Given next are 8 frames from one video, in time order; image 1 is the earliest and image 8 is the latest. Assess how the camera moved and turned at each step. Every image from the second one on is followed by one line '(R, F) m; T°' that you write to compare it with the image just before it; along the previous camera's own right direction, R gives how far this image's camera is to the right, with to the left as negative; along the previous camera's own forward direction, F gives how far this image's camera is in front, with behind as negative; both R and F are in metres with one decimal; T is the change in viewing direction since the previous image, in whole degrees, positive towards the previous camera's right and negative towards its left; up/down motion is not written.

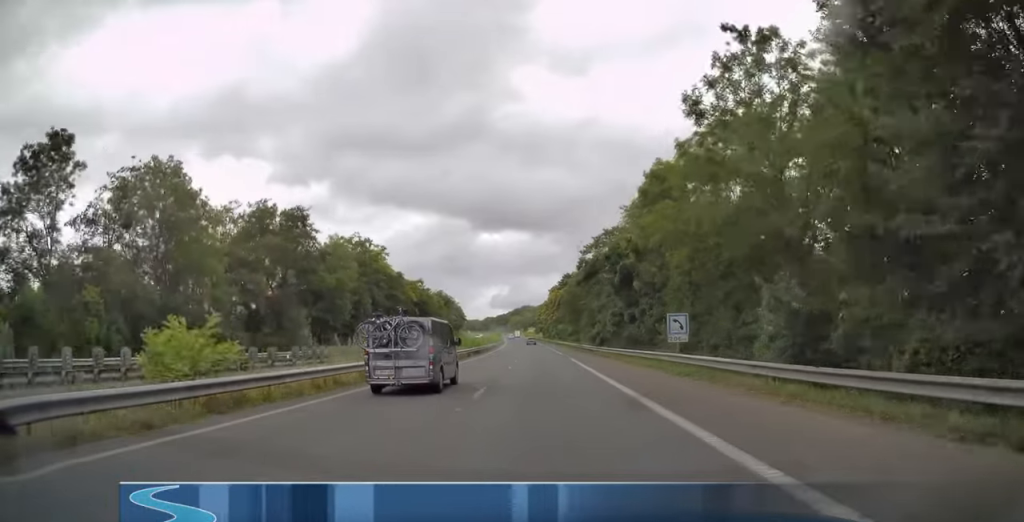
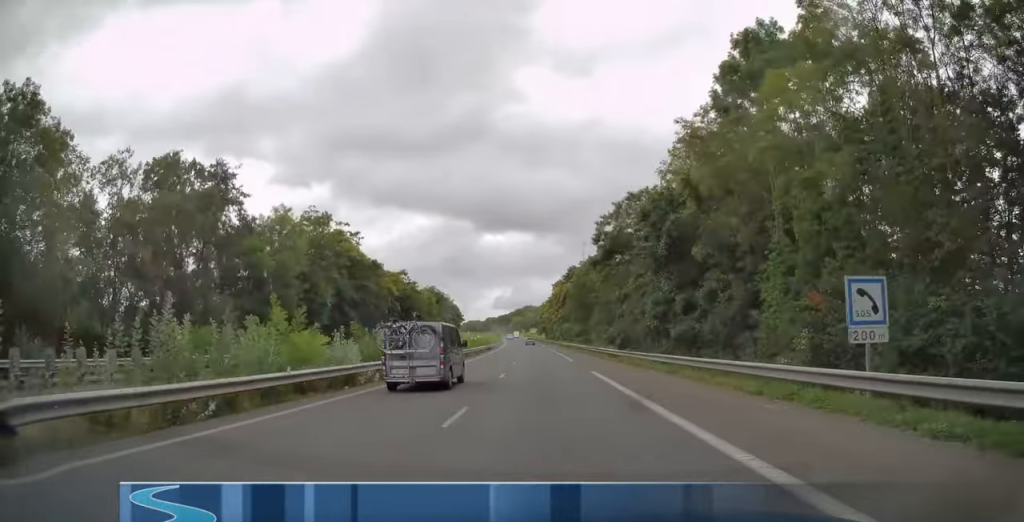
(+0.1, +17.6) m; -1°
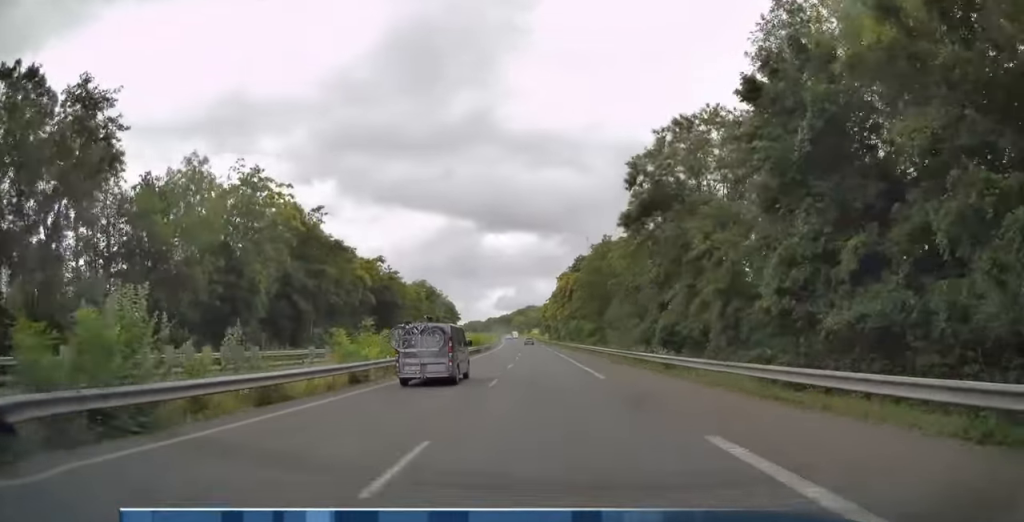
(0.0, +17.6) m; -1°
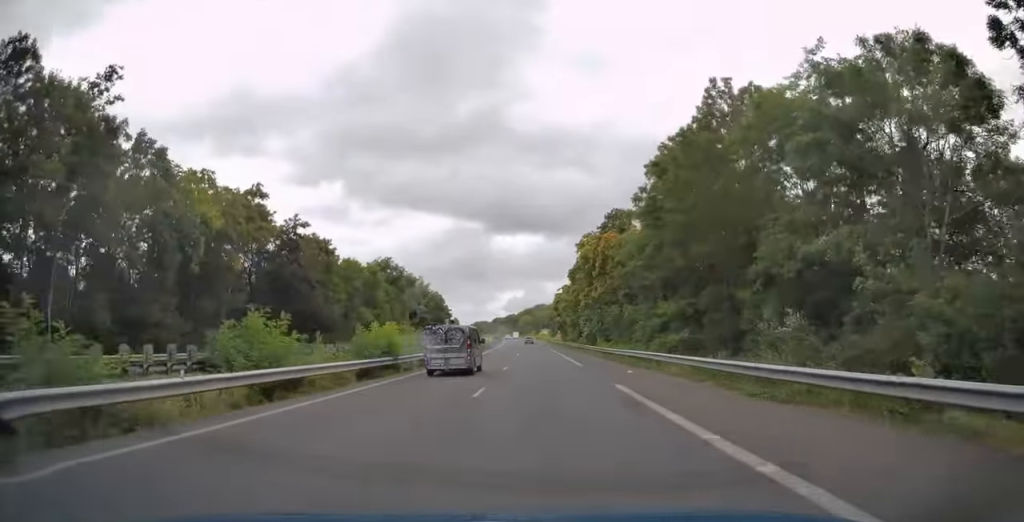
(-0.6, +43.1) m; -1°
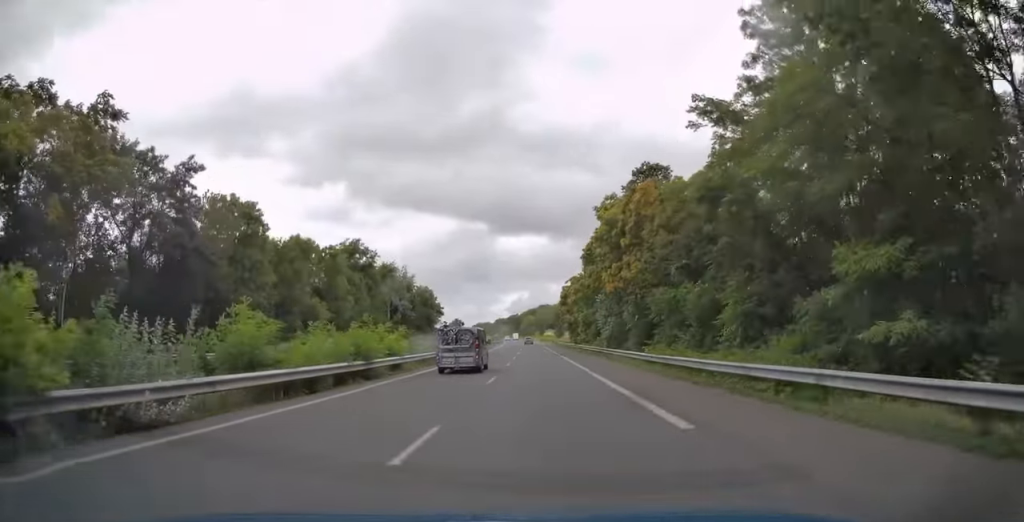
(+0.1, +20.7) m; 0°
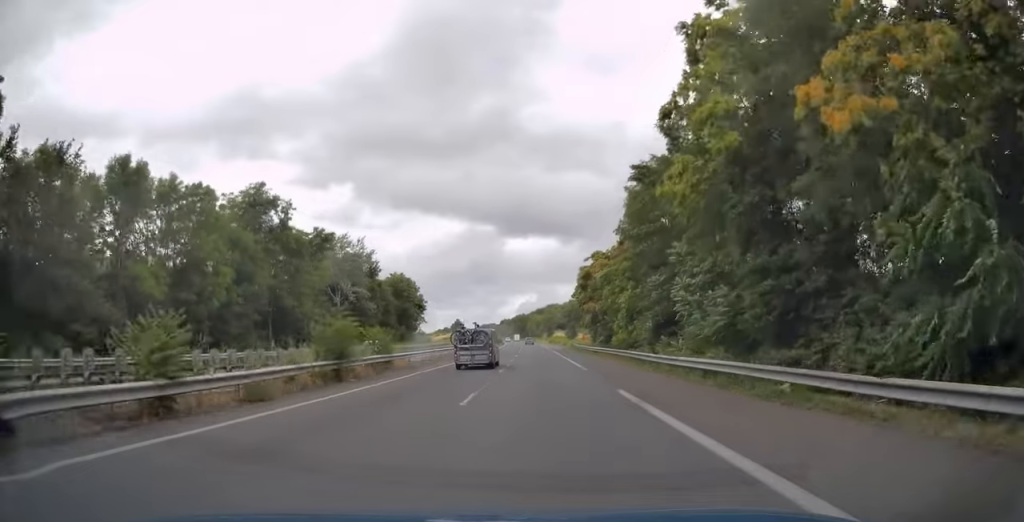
(-0.4, +32.8) m; -1°
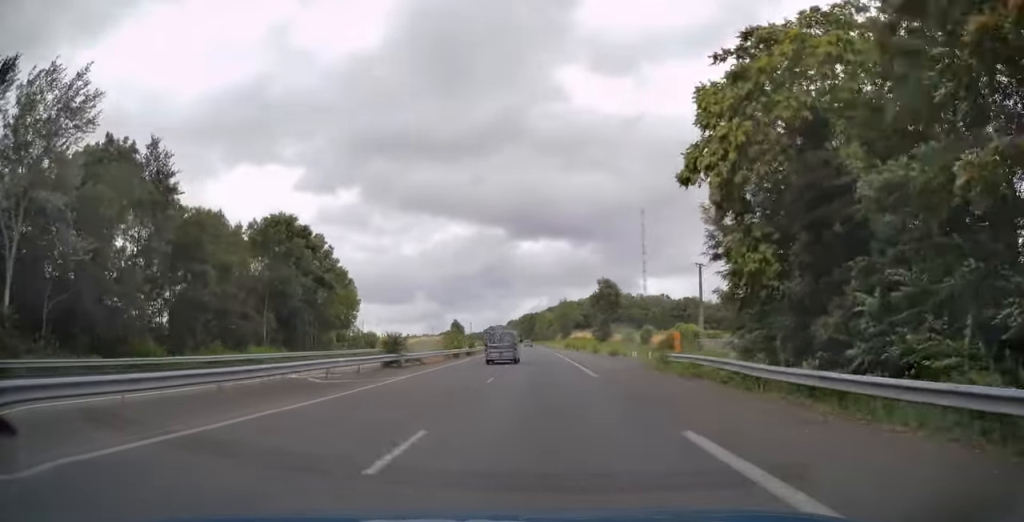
(-0.9, +58.7) m; -2°
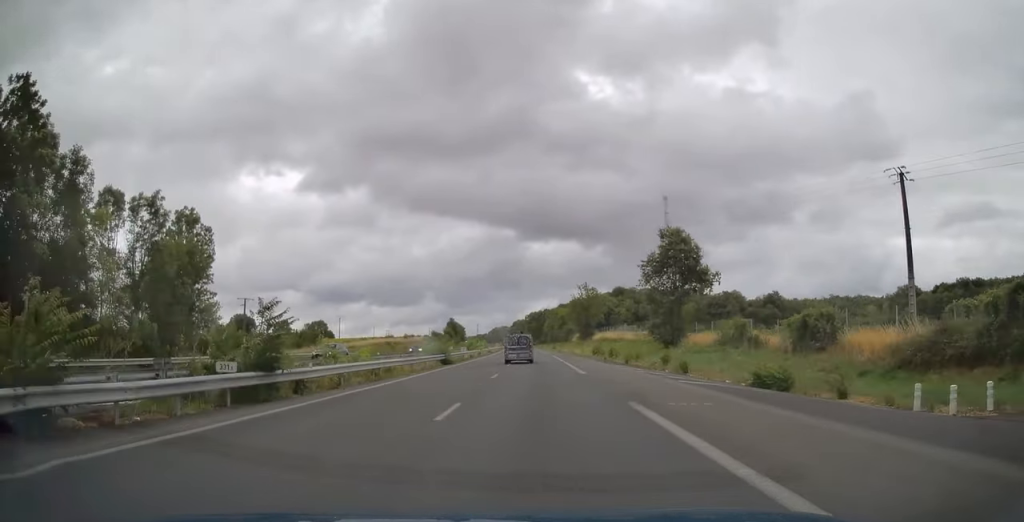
(-0.1, +47.7) m; -1°
